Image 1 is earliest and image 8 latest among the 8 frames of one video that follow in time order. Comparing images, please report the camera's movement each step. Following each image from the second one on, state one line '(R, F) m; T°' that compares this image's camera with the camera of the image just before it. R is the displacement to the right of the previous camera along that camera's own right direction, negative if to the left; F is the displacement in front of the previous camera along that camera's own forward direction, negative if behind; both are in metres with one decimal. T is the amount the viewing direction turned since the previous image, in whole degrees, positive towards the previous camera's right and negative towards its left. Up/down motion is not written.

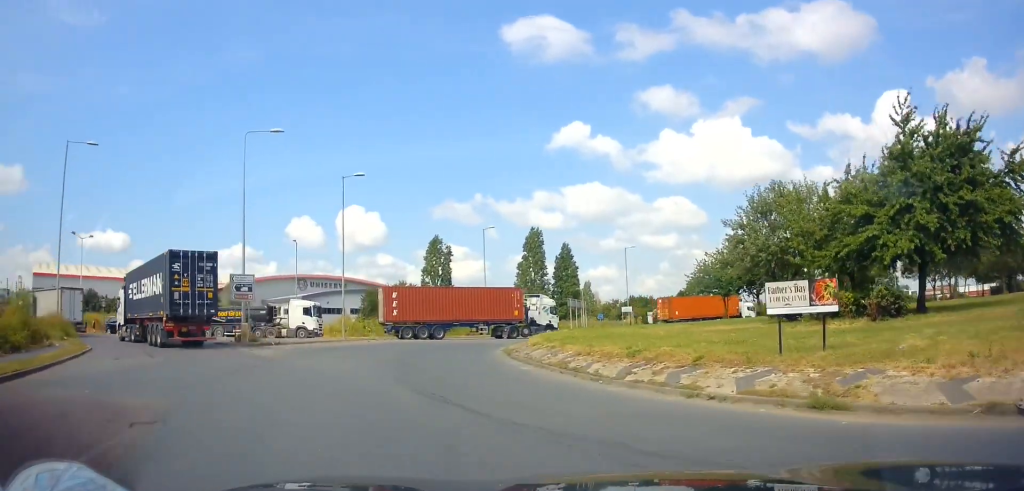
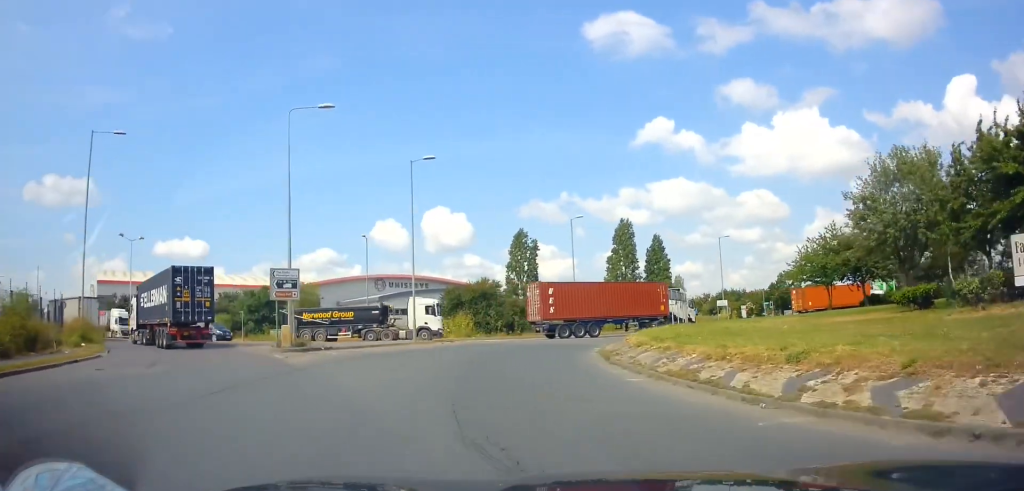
(-0.5, +4.4) m; -6°
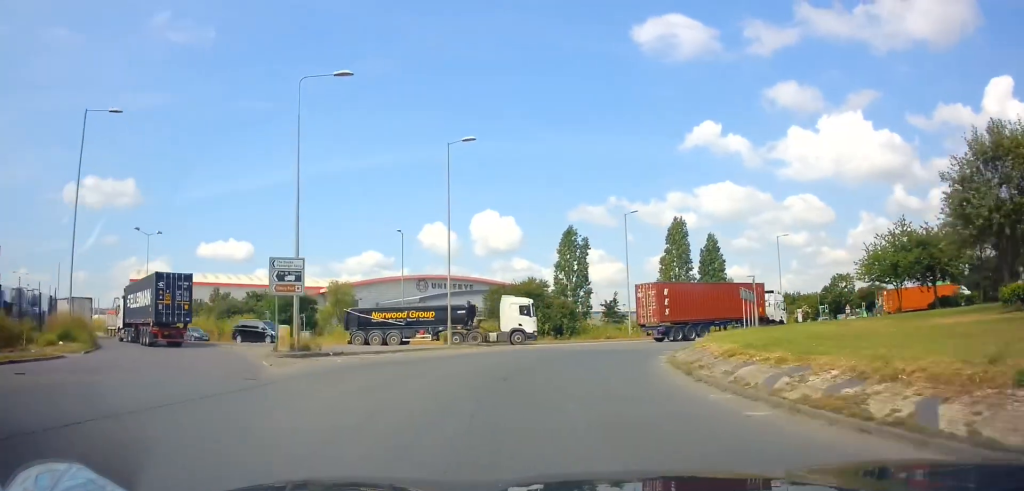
(-0.4, +4.4) m; -4°
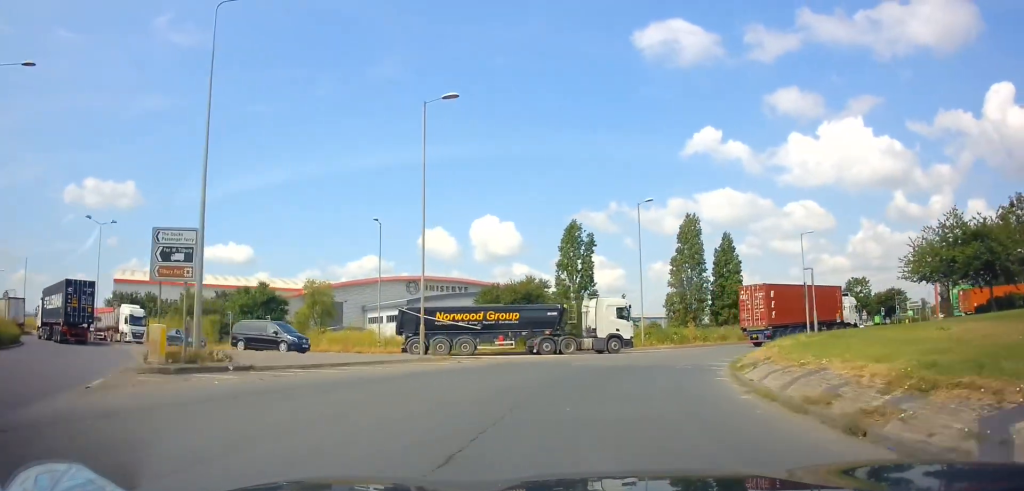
(+0.1, +7.2) m; +1°
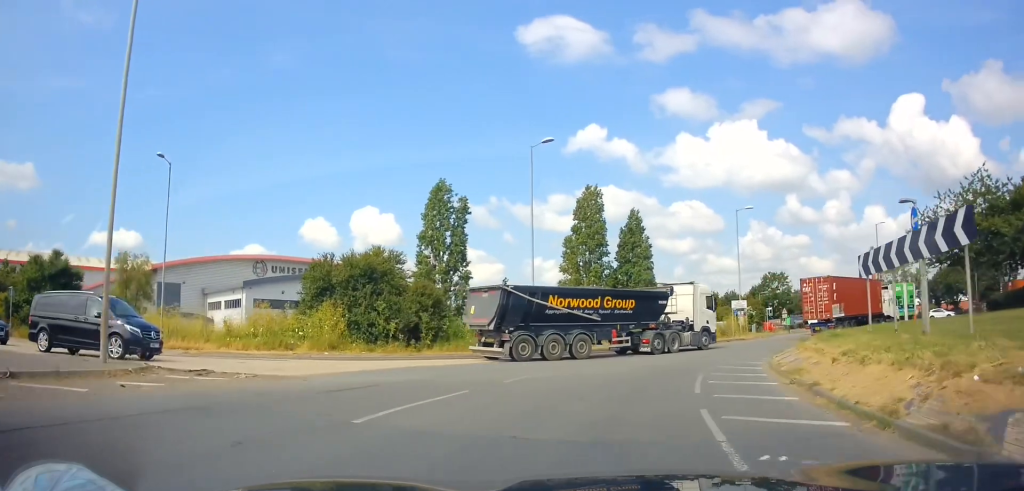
(+1.1, +13.9) m; +12°
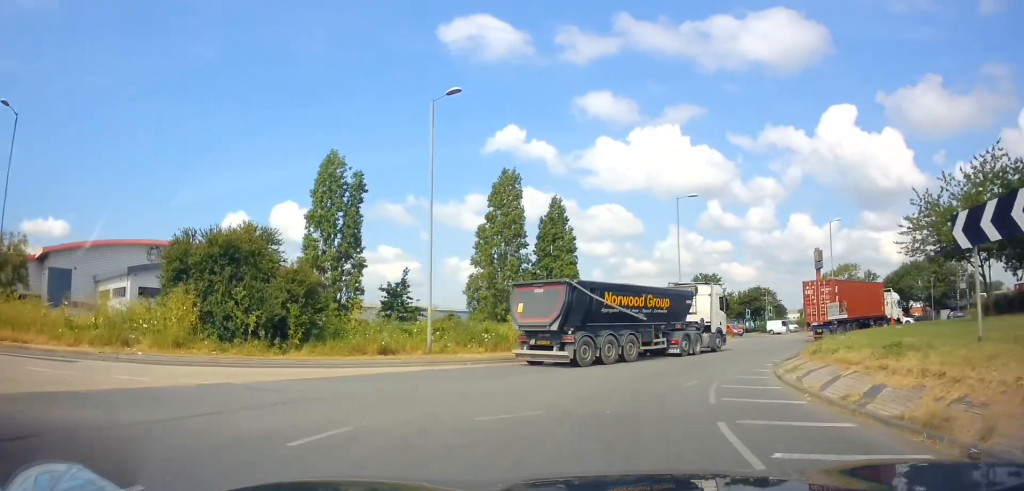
(+0.5, +7.0) m; +7°
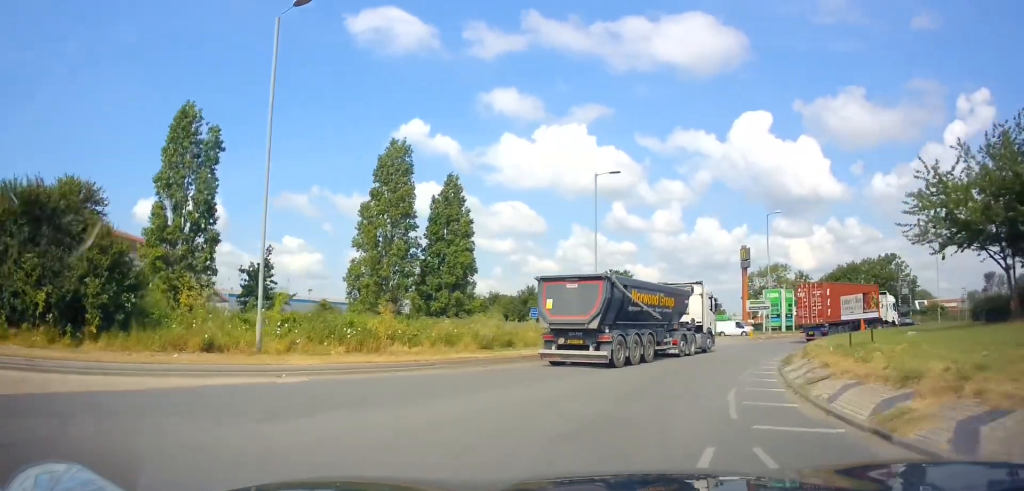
(+0.3, +7.5) m; +7°
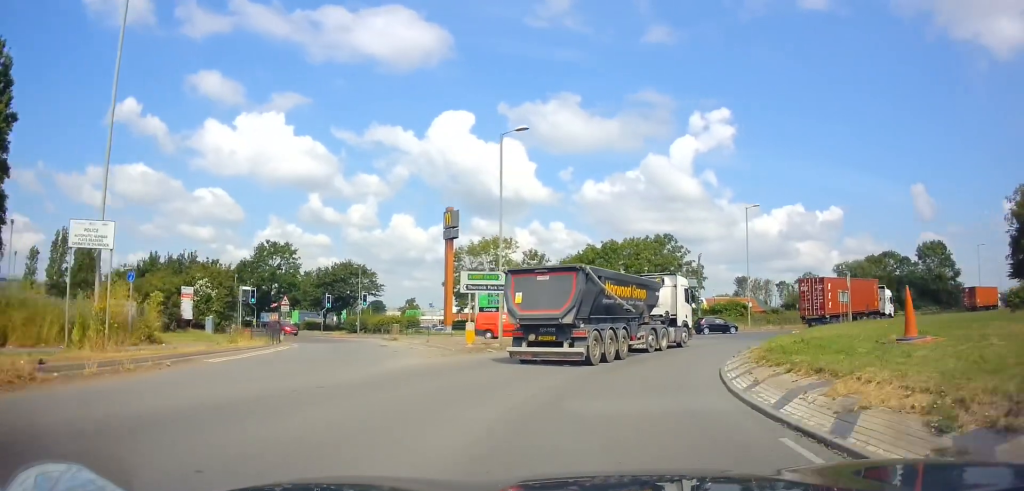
(+7.6, +23.2) m; +33°
